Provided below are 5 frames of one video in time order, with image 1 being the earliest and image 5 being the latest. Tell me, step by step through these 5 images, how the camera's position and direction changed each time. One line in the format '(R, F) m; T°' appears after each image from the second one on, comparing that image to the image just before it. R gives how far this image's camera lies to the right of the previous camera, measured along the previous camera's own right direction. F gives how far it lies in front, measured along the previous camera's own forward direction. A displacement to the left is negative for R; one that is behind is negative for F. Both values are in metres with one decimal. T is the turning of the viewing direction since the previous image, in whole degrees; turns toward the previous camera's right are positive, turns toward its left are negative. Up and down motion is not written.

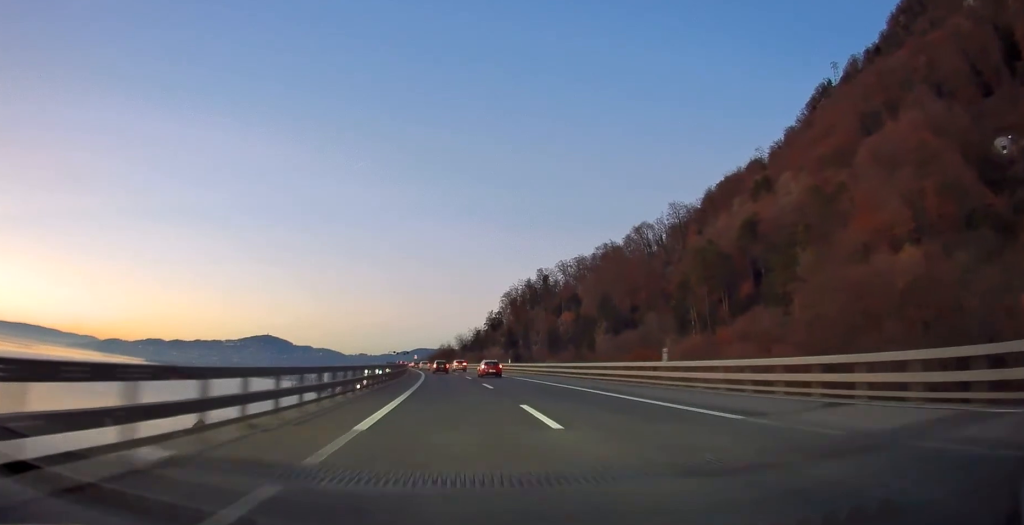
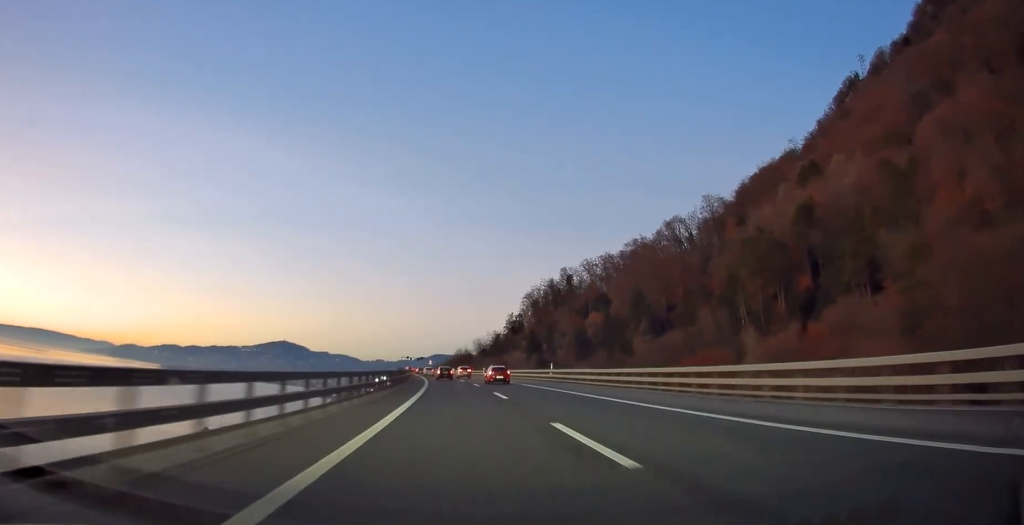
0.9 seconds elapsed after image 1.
(-0.3, +22.3) m; -1°
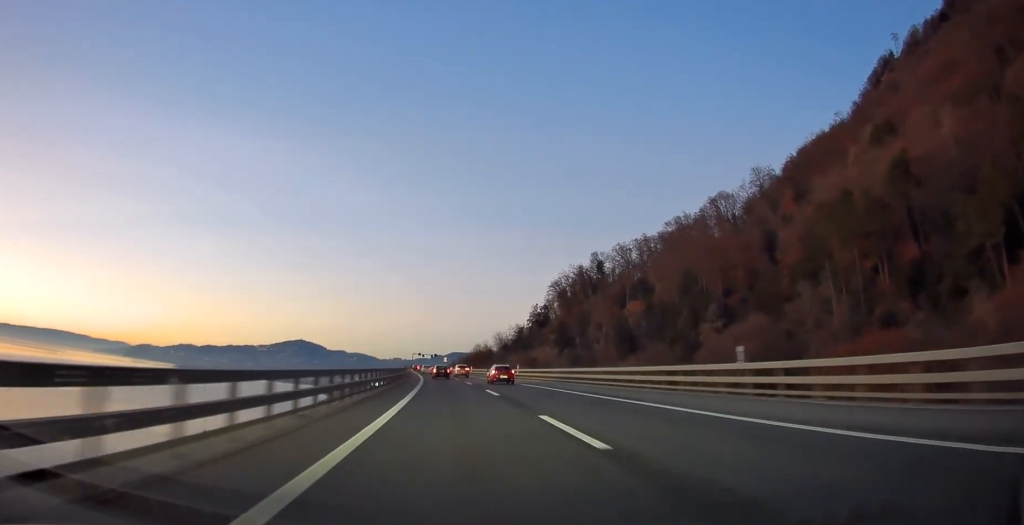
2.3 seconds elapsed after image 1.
(-0.6, +34.3) m; -2°
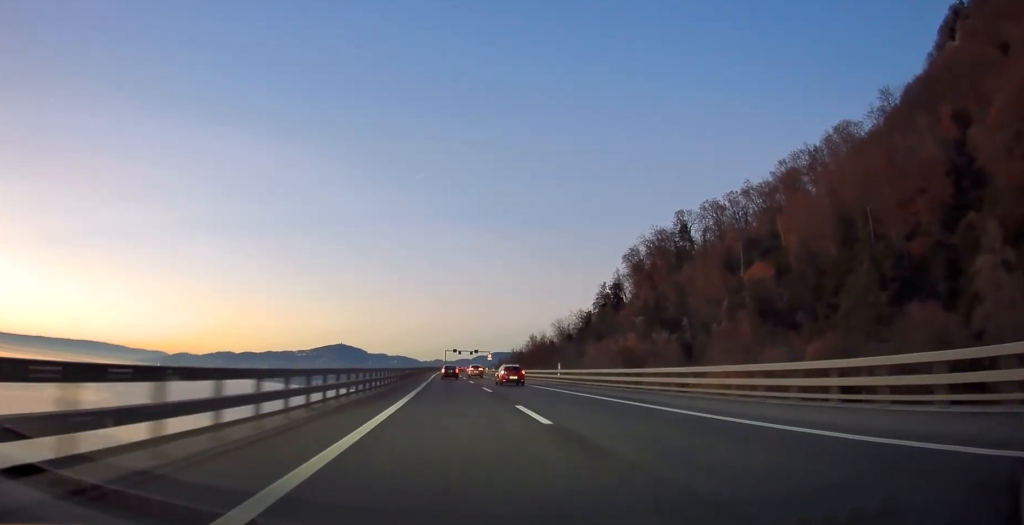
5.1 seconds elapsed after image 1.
(-2.4, +69.8) m; -4°
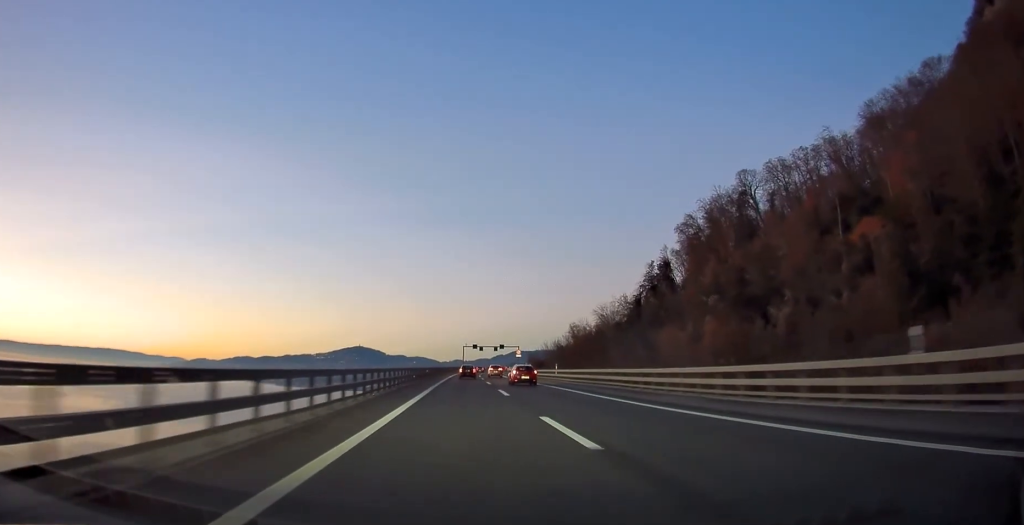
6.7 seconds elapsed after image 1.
(-0.6, +40.5) m; -1°
